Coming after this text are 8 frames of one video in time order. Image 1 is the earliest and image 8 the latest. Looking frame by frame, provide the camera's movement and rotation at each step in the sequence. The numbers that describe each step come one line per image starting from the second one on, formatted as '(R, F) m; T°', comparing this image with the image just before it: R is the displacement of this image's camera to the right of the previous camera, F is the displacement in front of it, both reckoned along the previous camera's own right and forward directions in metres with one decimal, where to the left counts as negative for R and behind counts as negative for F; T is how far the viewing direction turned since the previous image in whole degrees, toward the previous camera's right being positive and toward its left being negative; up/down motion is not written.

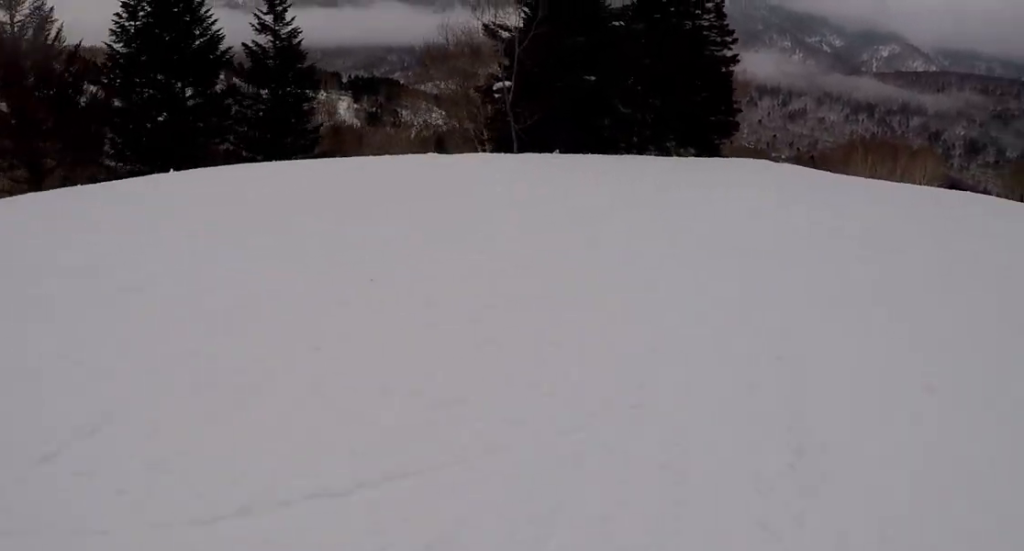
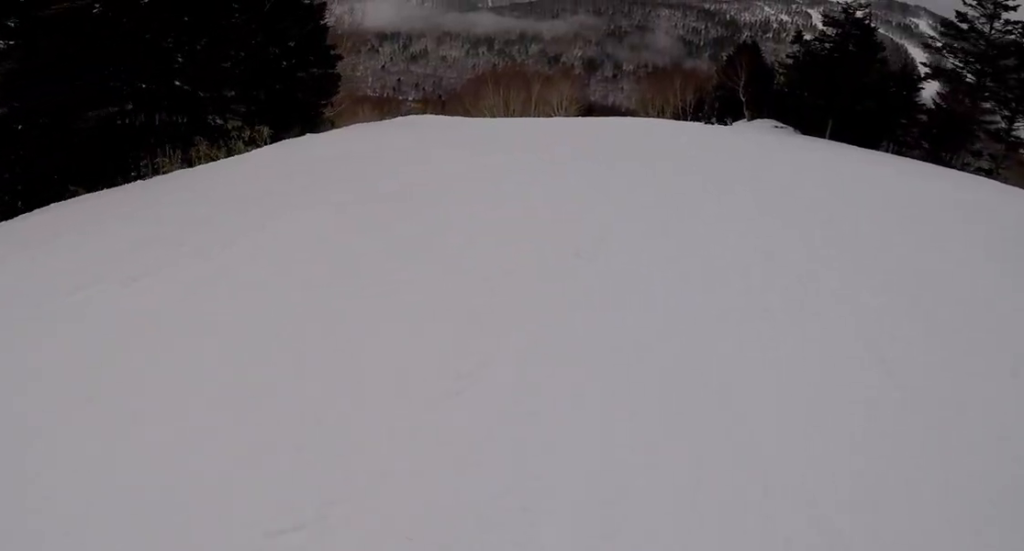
(+2.6, +11.8) m; +28°
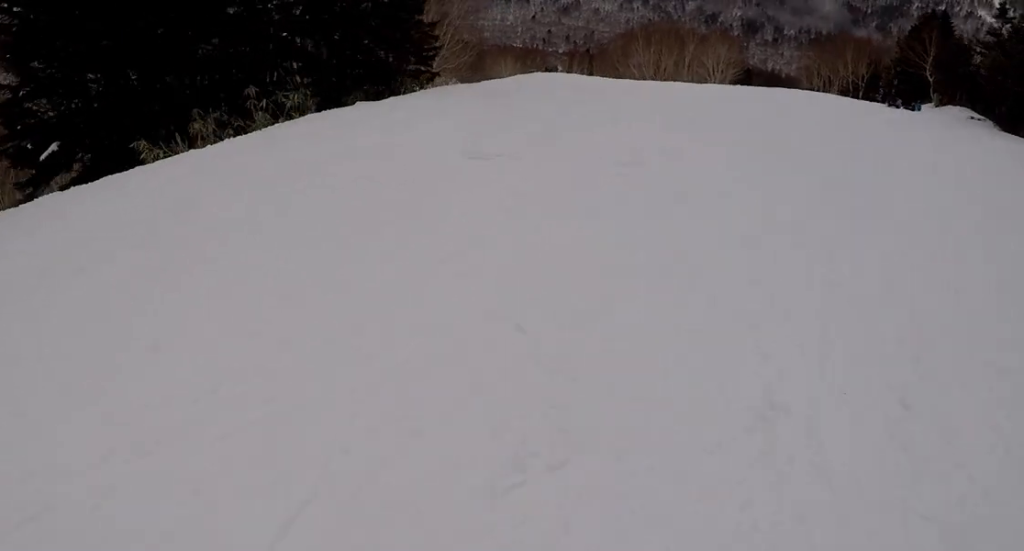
(-0.8, +6.8) m; -8°
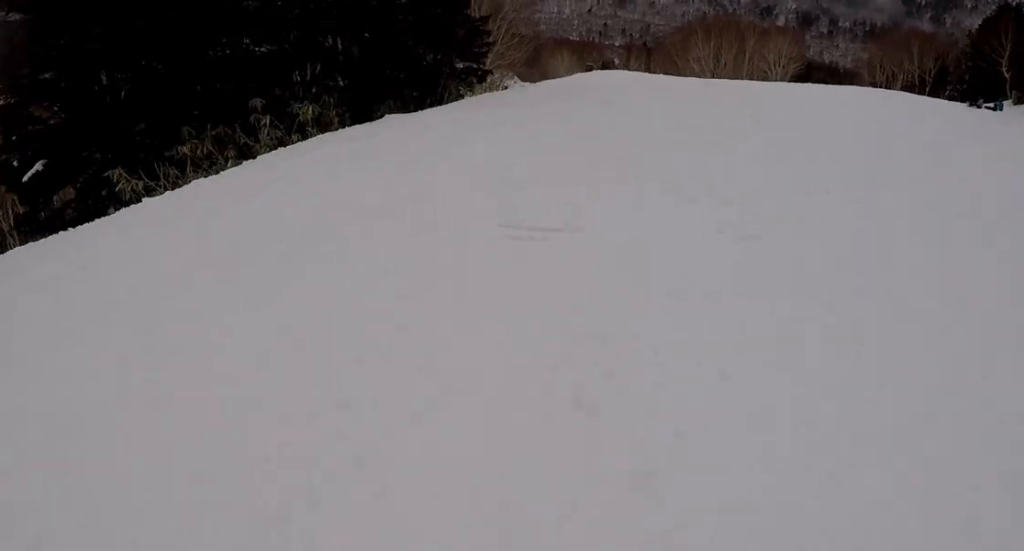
(-0.1, +3.2) m; -1°
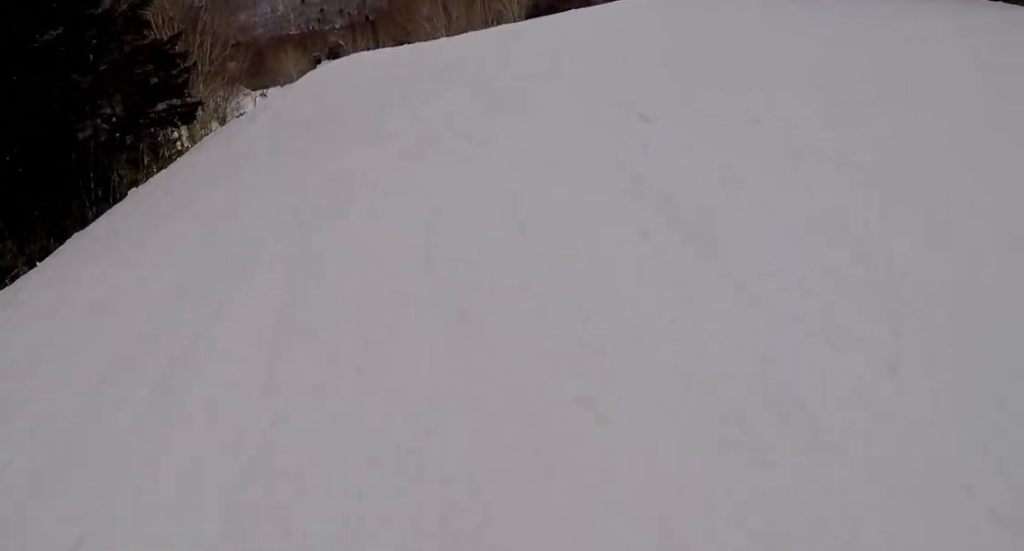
(-0.1, +7.4) m; -2°
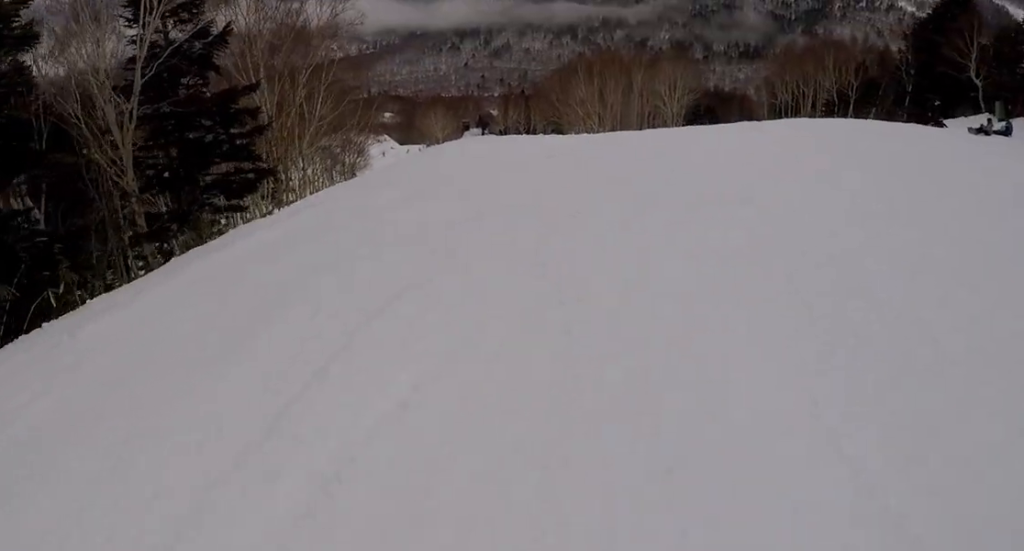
(-0.1, +7.0) m; -4°
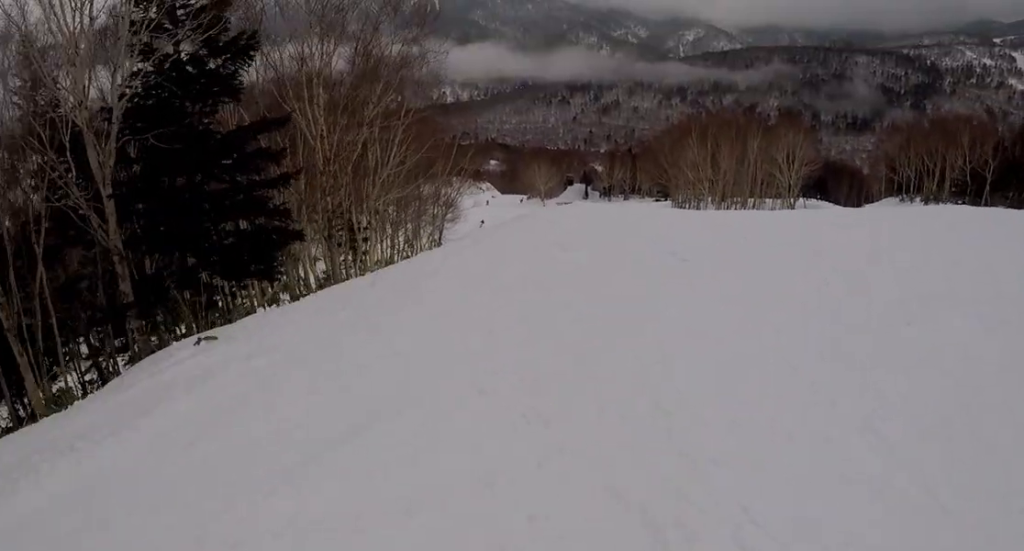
(-0.3, +6.5) m; +1°
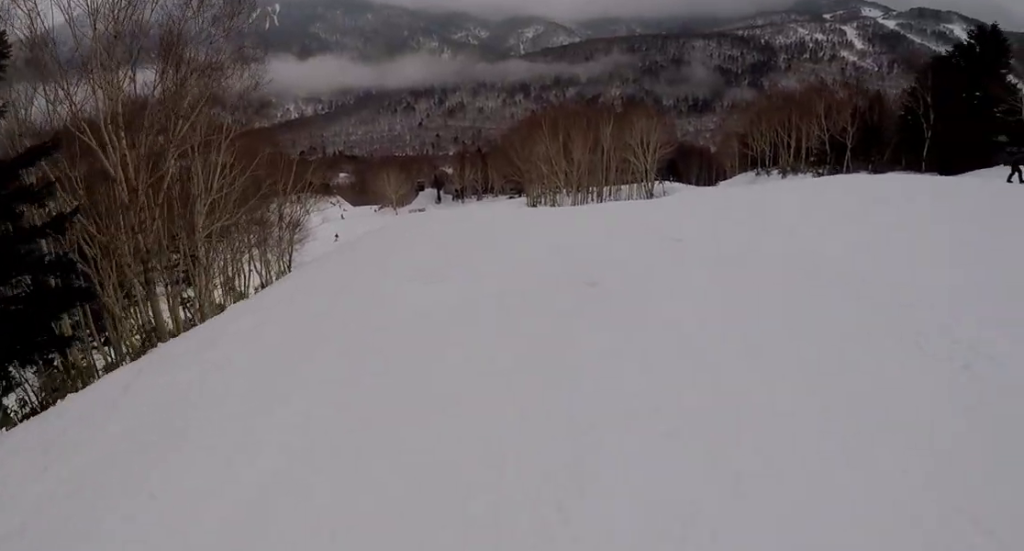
(0.0, +3.3) m; +6°
